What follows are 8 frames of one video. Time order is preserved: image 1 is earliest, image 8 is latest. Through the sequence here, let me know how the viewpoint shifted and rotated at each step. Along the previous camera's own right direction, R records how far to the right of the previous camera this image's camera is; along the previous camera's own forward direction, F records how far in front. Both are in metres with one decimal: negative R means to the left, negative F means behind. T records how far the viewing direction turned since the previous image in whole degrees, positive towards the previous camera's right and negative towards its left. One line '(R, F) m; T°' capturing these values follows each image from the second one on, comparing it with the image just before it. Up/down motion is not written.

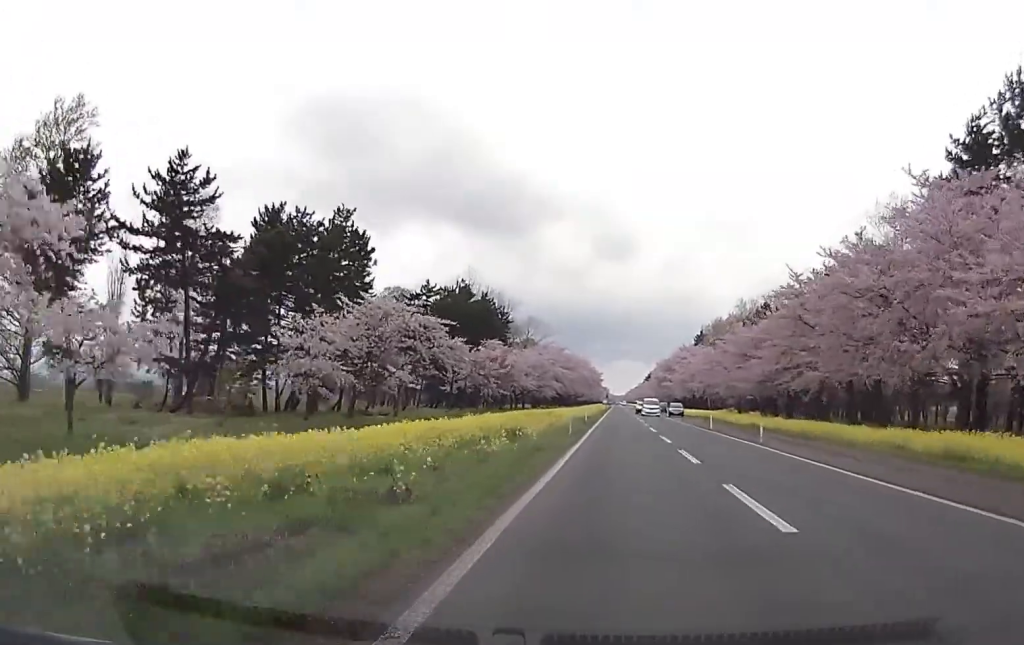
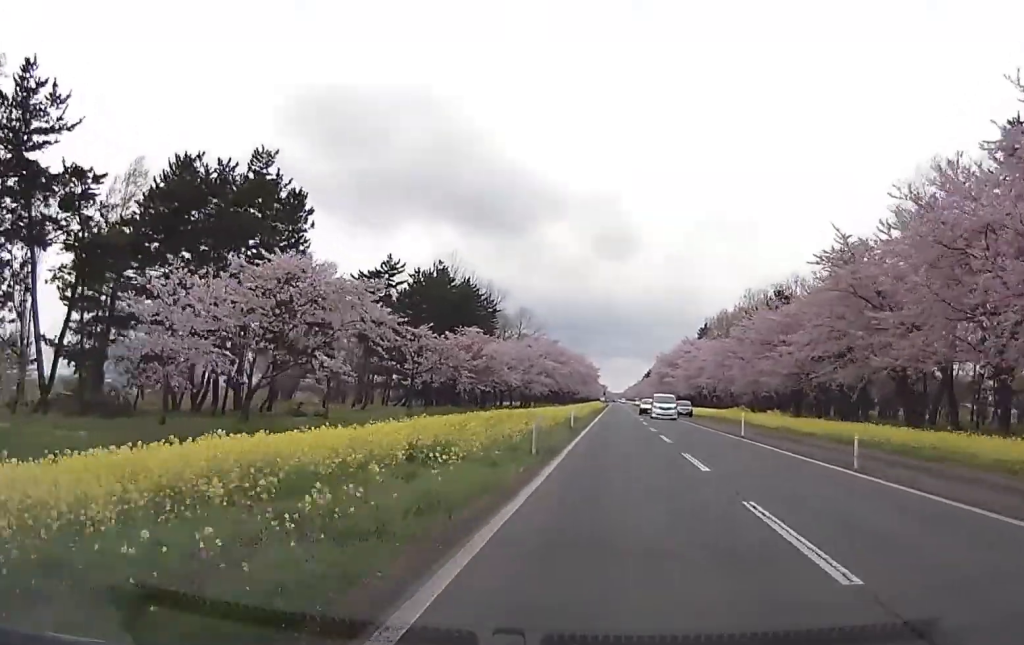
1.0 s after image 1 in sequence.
(0.0, +12.5) m; 0°
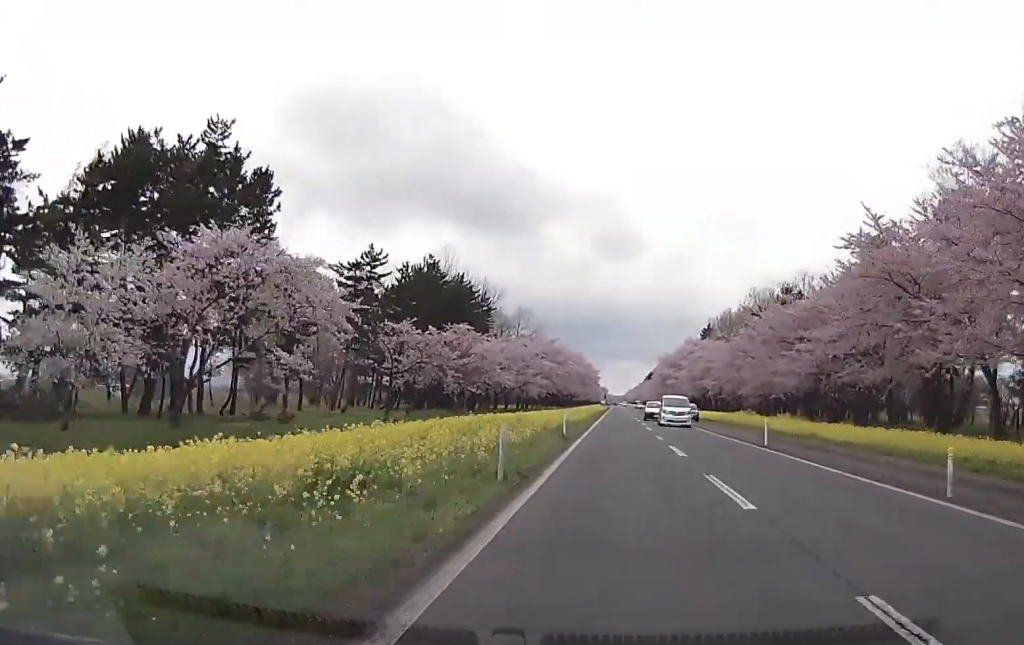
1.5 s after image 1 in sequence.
(0.0, +5.3) m; 0°
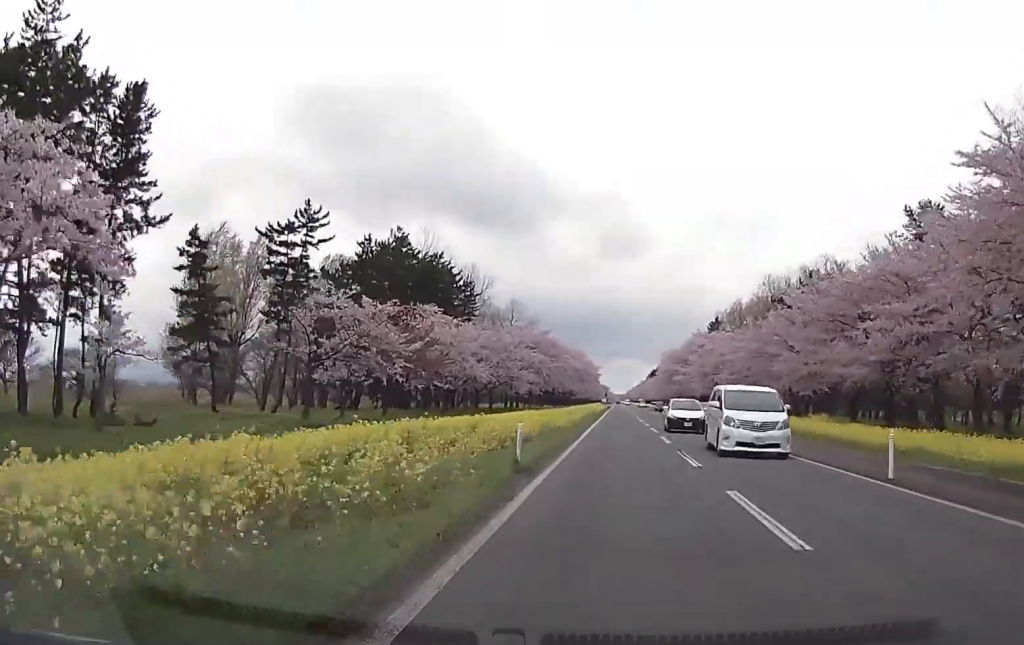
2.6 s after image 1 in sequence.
(0.0, +13.5) m; 0°
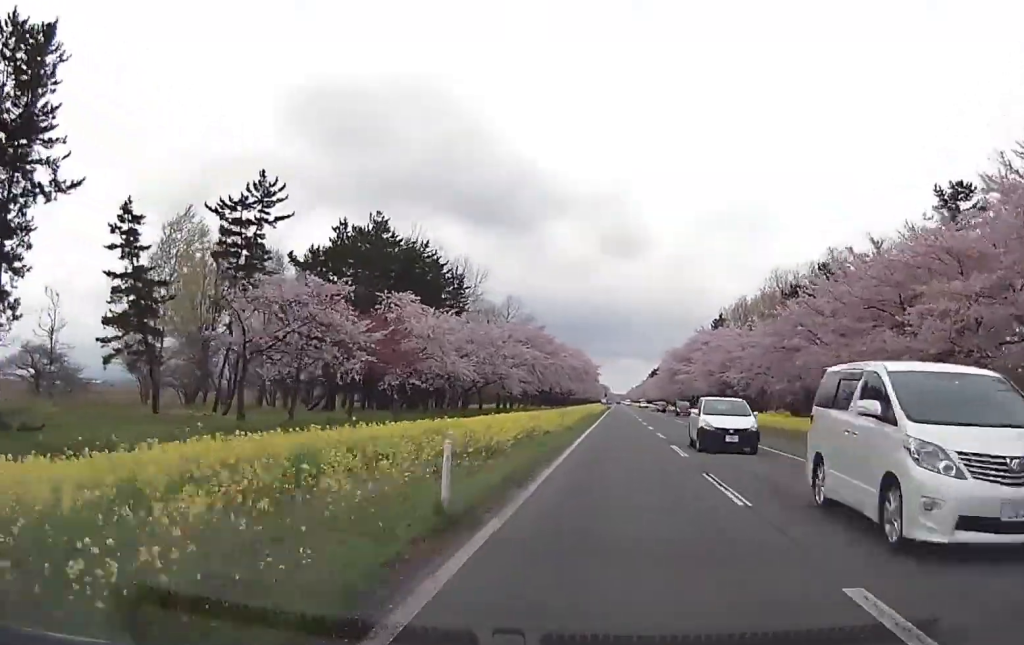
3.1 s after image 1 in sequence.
(0.0, +6.6) m; 0°
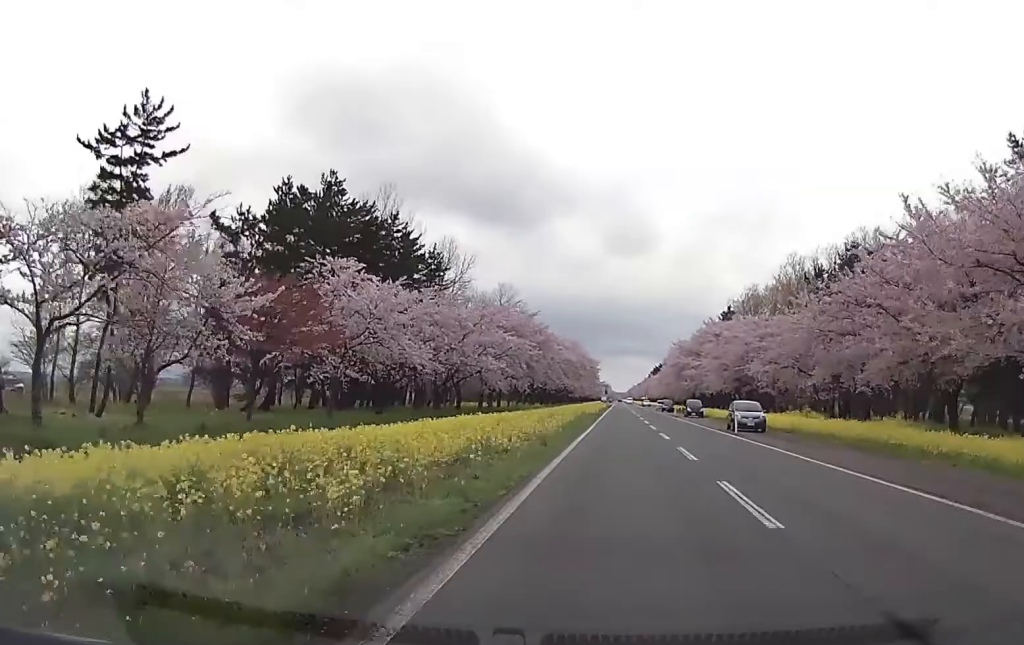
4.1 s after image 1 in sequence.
(0.0, +11.9) m; 0°
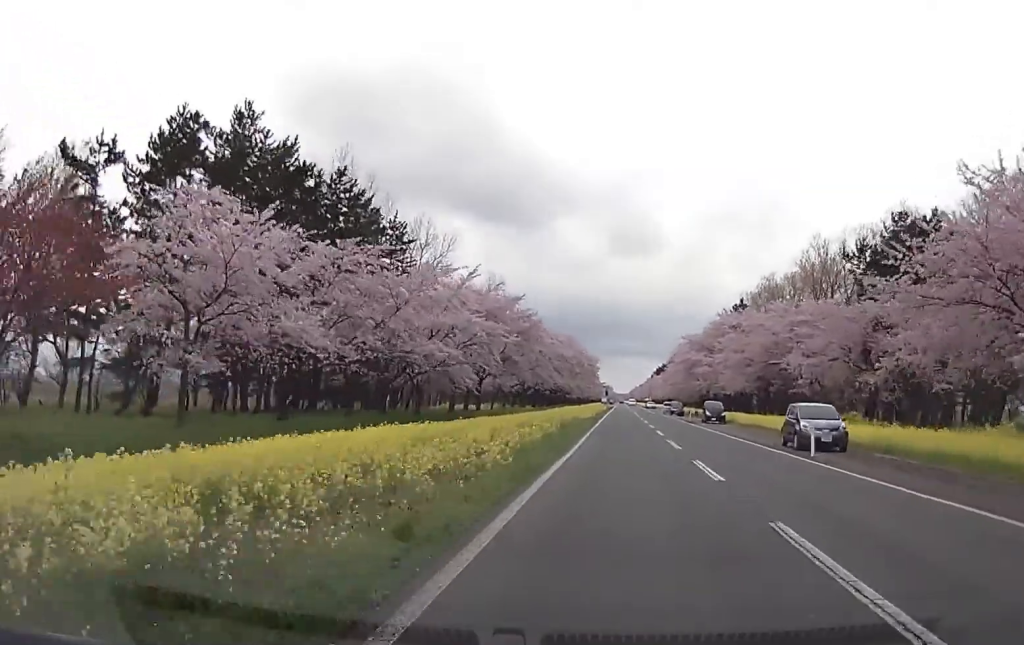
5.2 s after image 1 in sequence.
(0.0, +14.5) m; 0°
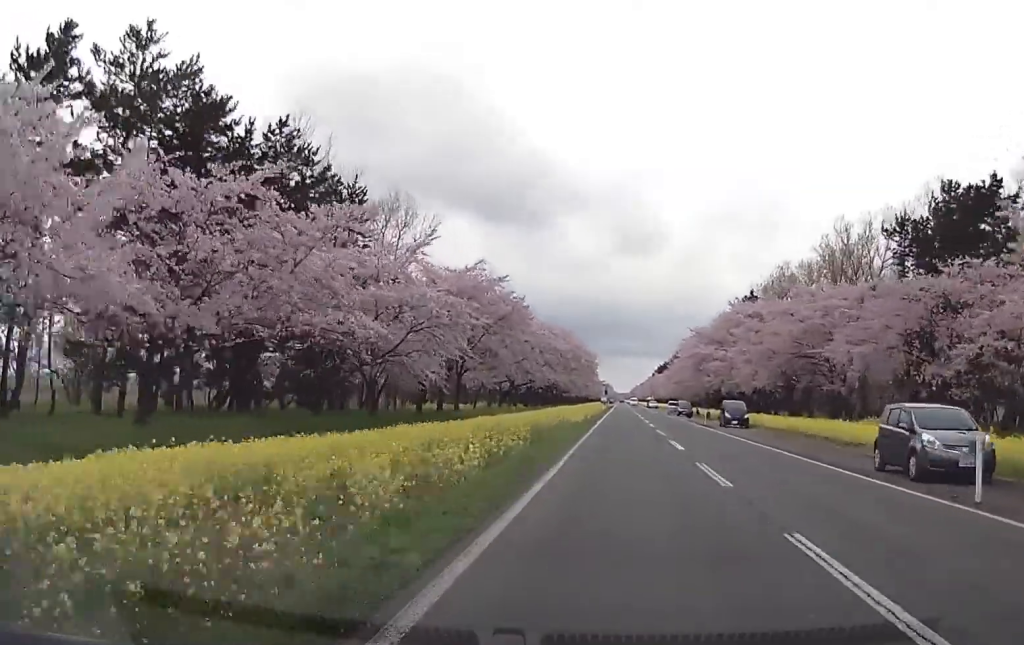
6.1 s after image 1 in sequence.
(0.0, +10.4) m; 0°
